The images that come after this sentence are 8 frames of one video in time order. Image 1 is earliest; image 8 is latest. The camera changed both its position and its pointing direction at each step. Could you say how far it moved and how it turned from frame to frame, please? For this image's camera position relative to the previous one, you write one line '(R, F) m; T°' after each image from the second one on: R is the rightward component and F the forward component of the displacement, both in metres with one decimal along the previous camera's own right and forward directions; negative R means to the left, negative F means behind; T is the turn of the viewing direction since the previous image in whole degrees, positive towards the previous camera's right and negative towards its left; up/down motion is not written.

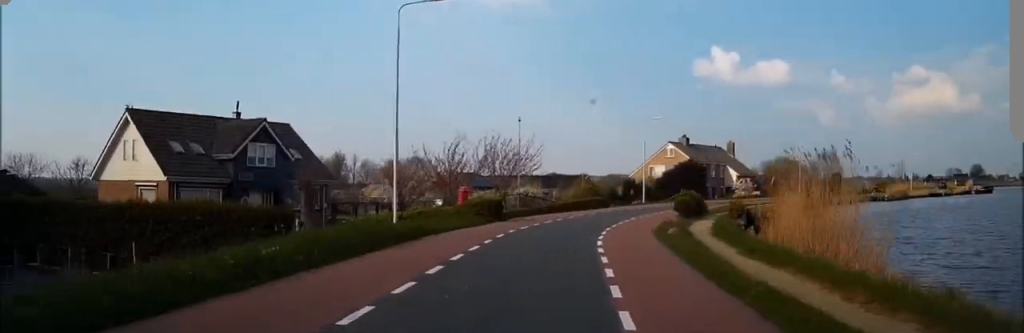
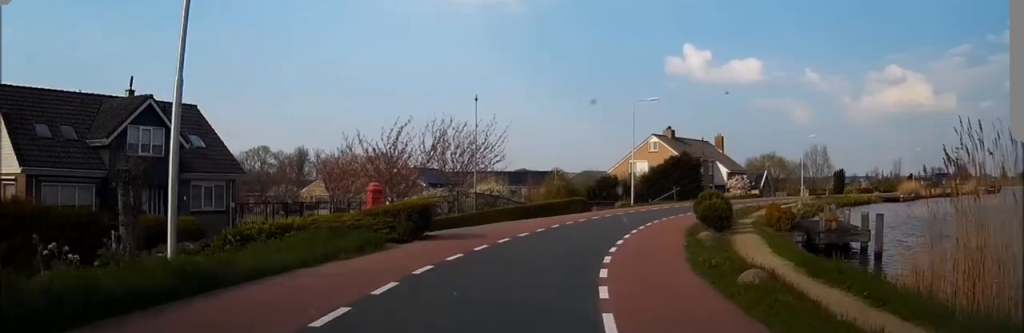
(+0.3, +9.9) m; +3°
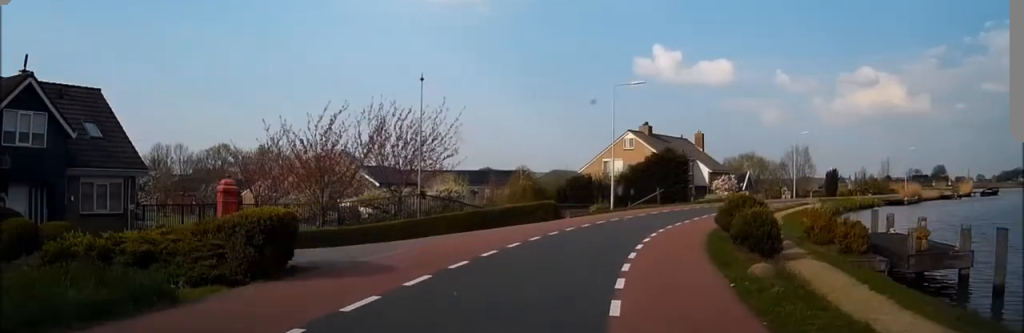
(+0.1, +6.9) m; +2°
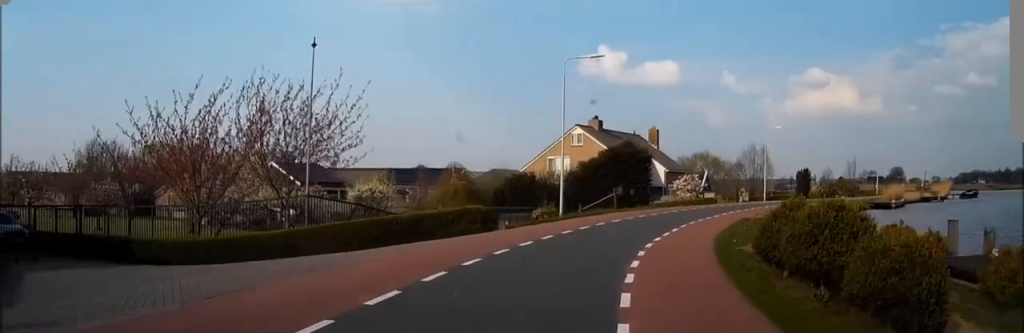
(+0.2, +7.2) m; +4°
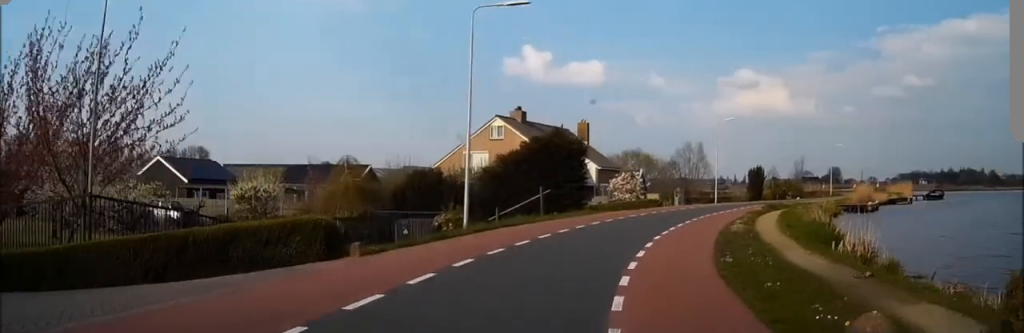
(+0.2, +7.9) m; +5°
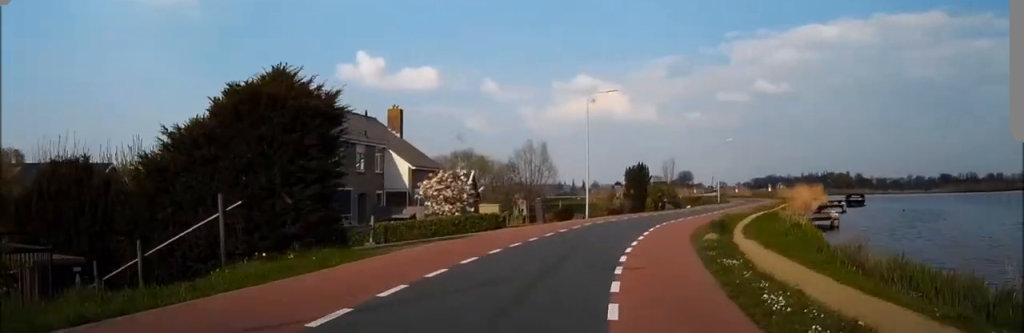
(+2.2, +17.4) m; +14°
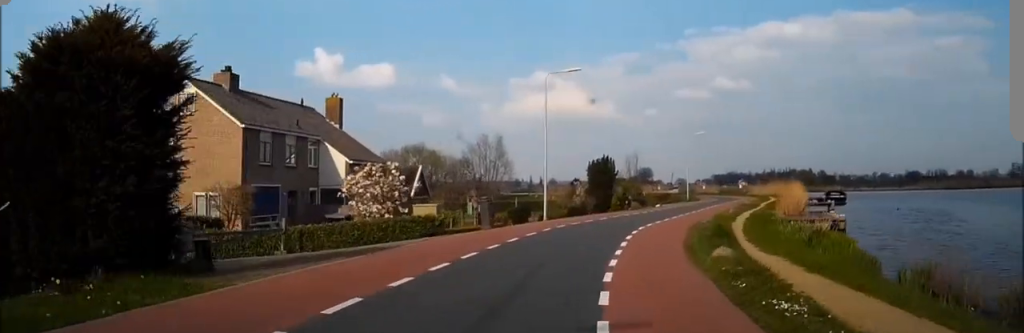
(+0.1, +5.1) m; +3°
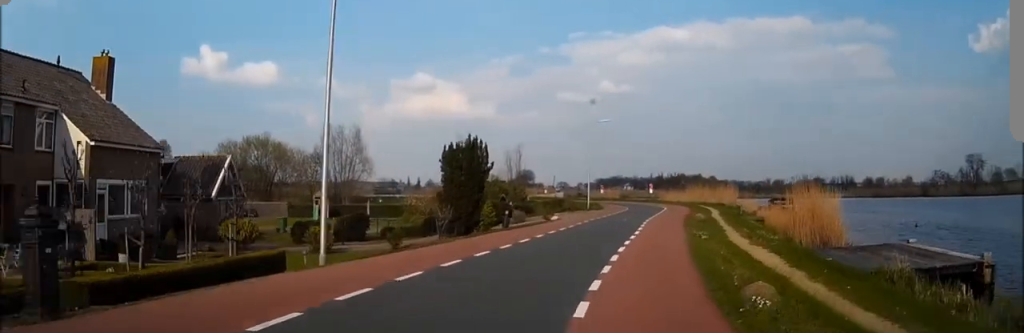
(+1.4, +15.9) m; +10°
